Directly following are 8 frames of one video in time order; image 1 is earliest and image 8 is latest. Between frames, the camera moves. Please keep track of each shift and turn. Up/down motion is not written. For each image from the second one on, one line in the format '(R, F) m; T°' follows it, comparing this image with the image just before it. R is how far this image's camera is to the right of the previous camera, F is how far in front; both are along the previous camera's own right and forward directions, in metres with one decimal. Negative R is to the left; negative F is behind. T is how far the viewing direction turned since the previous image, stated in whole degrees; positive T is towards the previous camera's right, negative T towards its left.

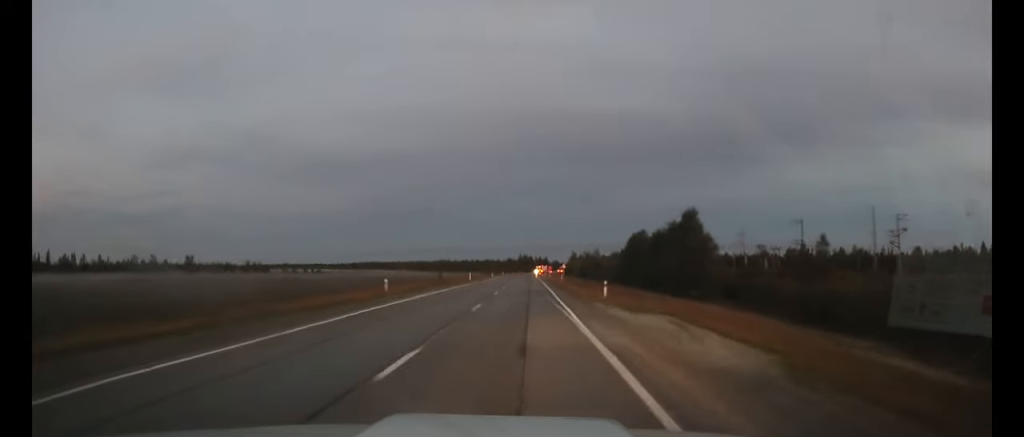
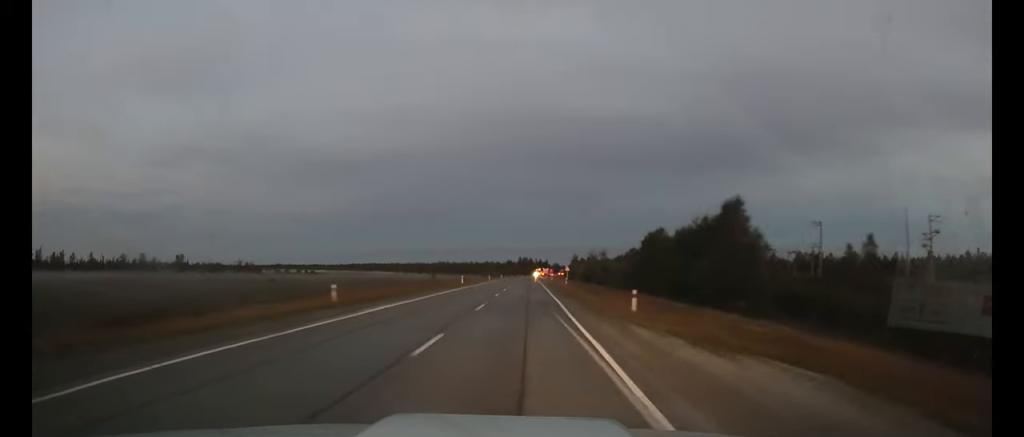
(0.0, +10.0) m; 0°
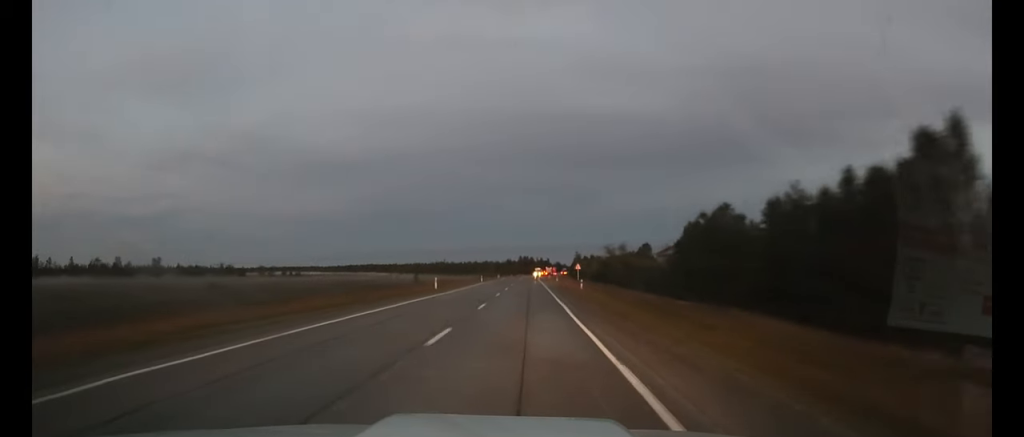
(0.0, +21.3) m; 0°
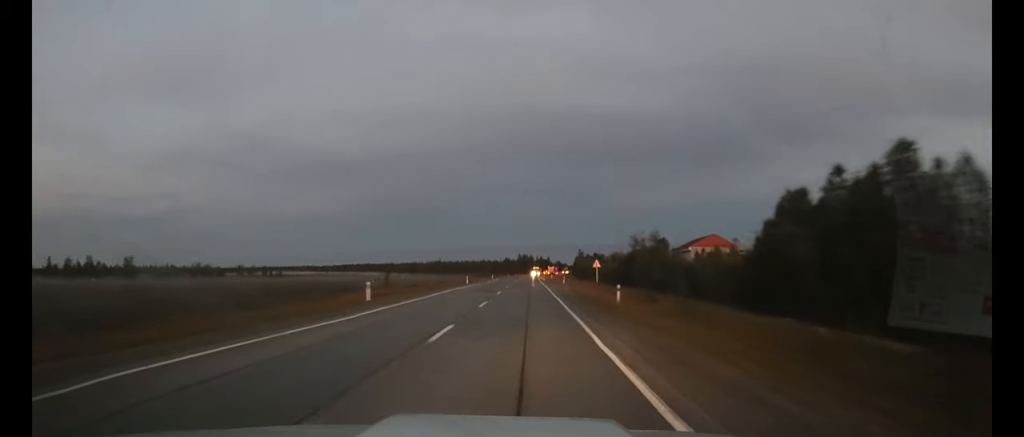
(0.0, +22.6) m; 0°
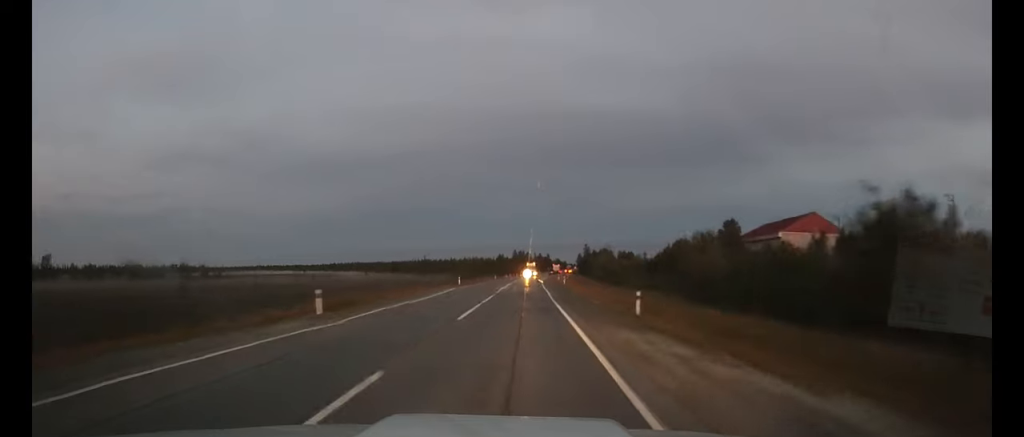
(0.0, +56.0) m; 0°
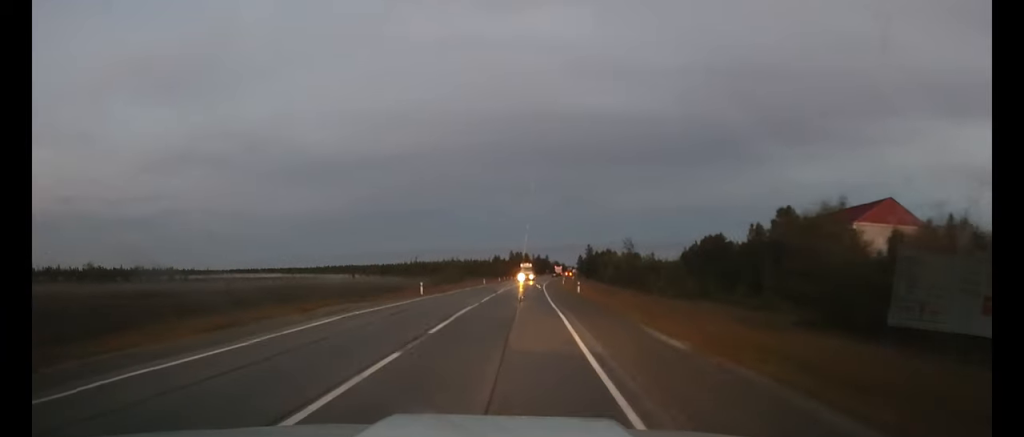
(+0.1, +24.0) m; 0°
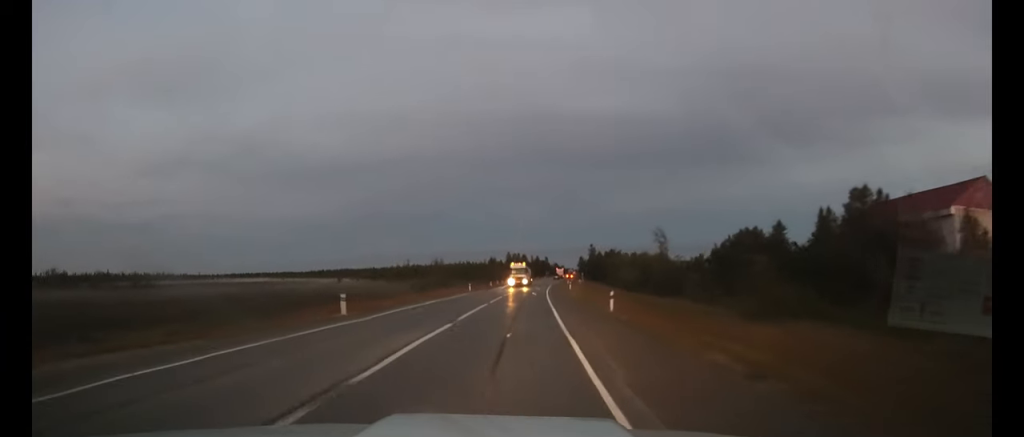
(0.0, +20.5) m; 0°
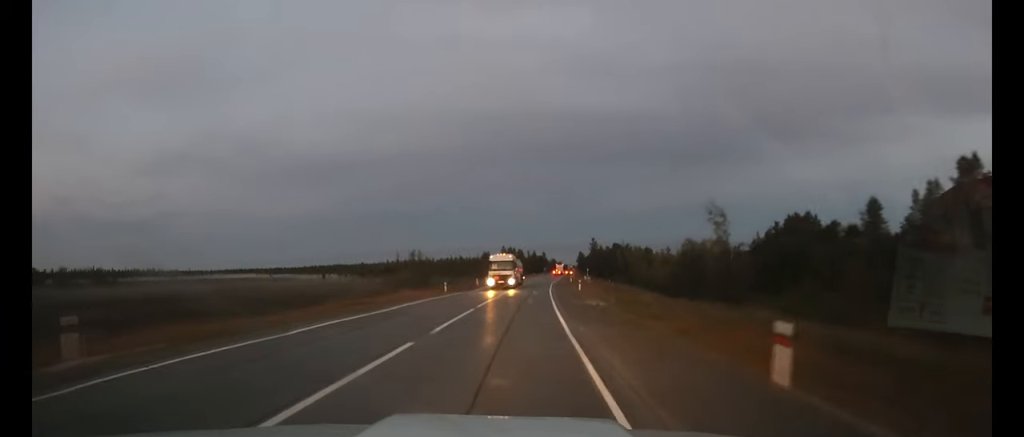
(0.0, +19.4) m; 0°
